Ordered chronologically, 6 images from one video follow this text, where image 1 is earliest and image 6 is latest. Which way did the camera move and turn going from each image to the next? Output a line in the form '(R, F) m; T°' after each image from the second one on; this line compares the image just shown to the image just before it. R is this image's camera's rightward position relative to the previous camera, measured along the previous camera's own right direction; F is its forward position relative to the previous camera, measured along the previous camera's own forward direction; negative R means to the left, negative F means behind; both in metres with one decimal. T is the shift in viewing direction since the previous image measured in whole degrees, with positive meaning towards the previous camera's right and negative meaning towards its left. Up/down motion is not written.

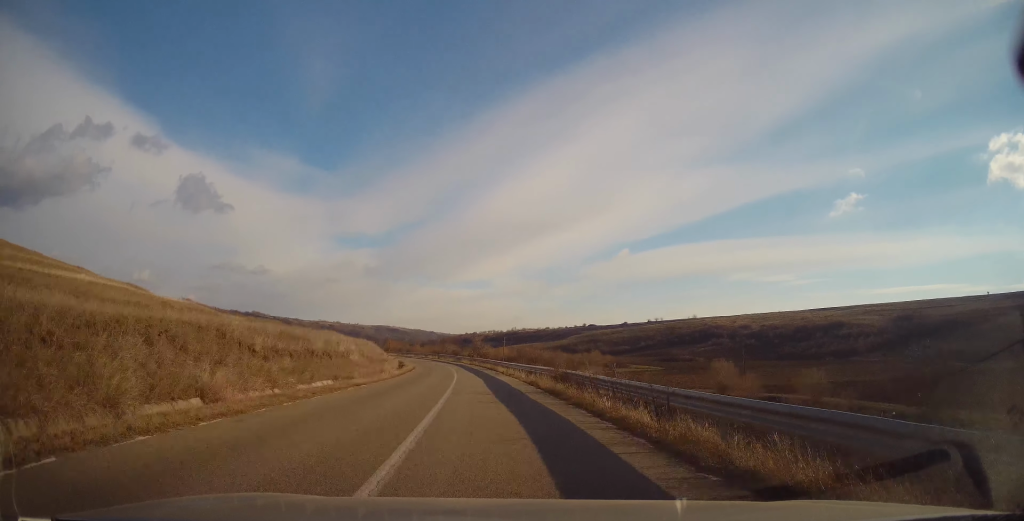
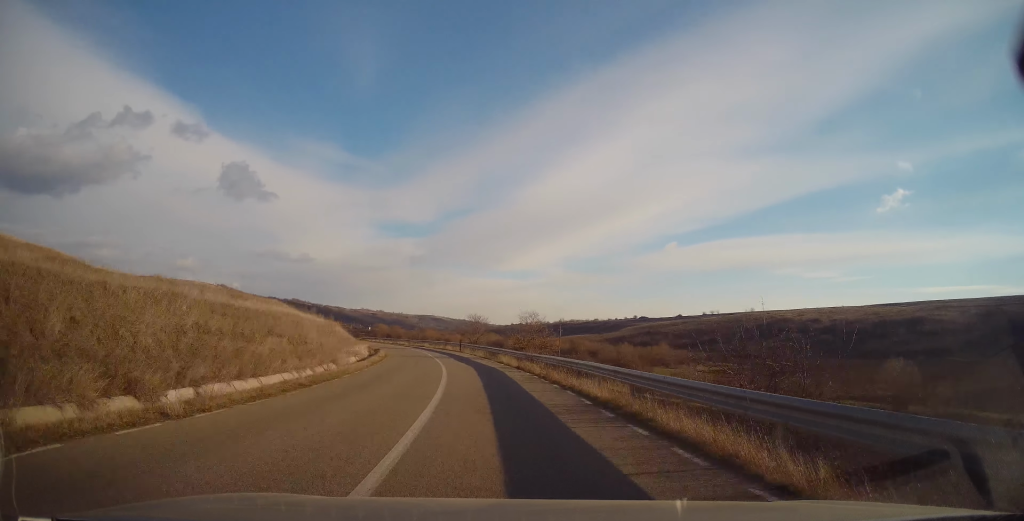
(-1.3, +36.7) m; -5°
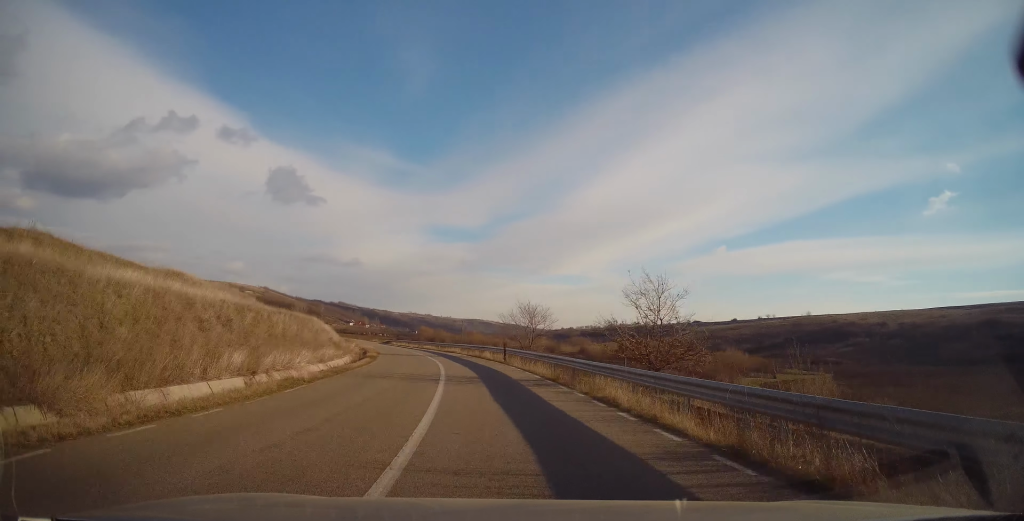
(-0.7, +20.1) m; -4°
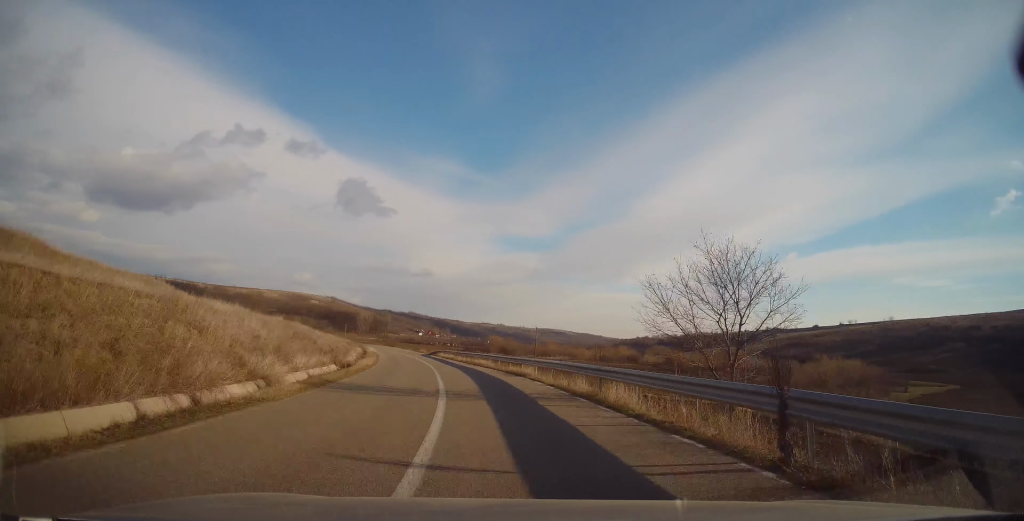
(-1.2, +24.6) m; -7°
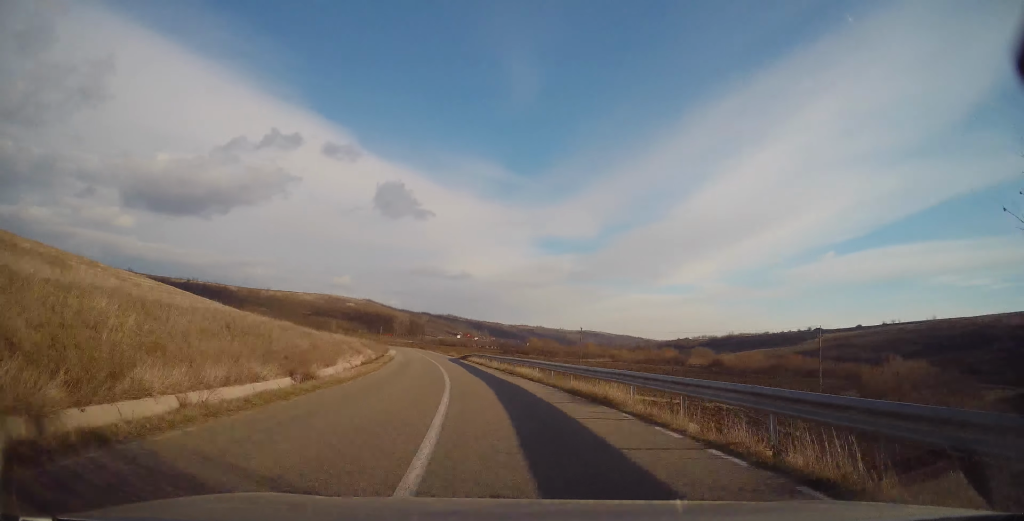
(-0.4, +11.1) m; -4°
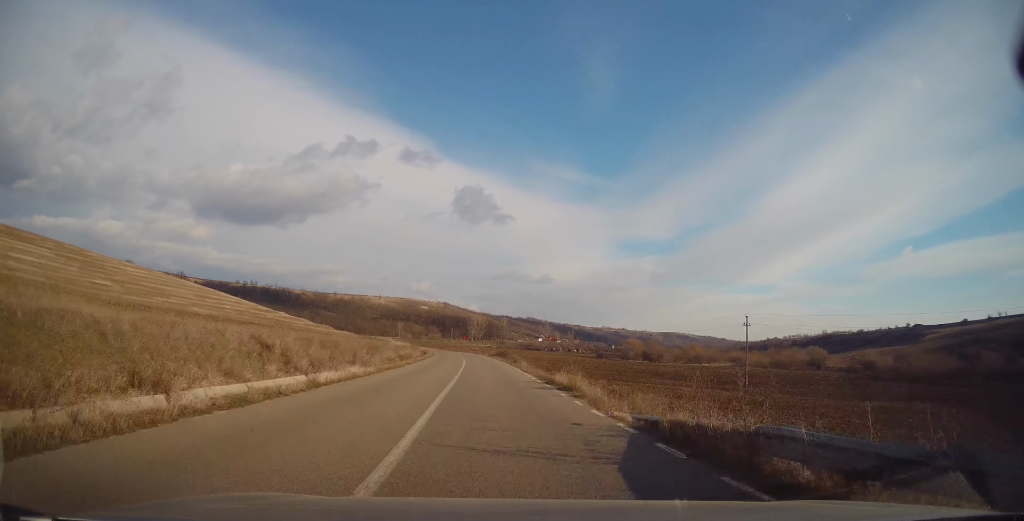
(-5.8, +49.8) m; -9°
